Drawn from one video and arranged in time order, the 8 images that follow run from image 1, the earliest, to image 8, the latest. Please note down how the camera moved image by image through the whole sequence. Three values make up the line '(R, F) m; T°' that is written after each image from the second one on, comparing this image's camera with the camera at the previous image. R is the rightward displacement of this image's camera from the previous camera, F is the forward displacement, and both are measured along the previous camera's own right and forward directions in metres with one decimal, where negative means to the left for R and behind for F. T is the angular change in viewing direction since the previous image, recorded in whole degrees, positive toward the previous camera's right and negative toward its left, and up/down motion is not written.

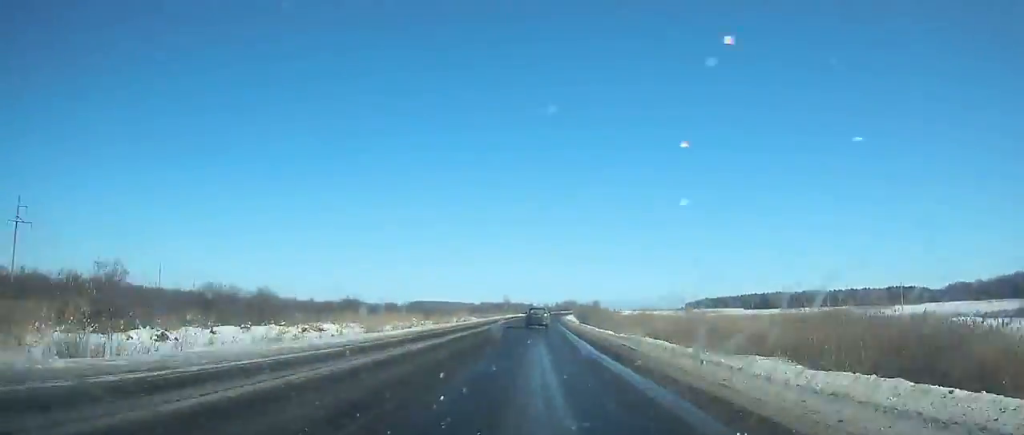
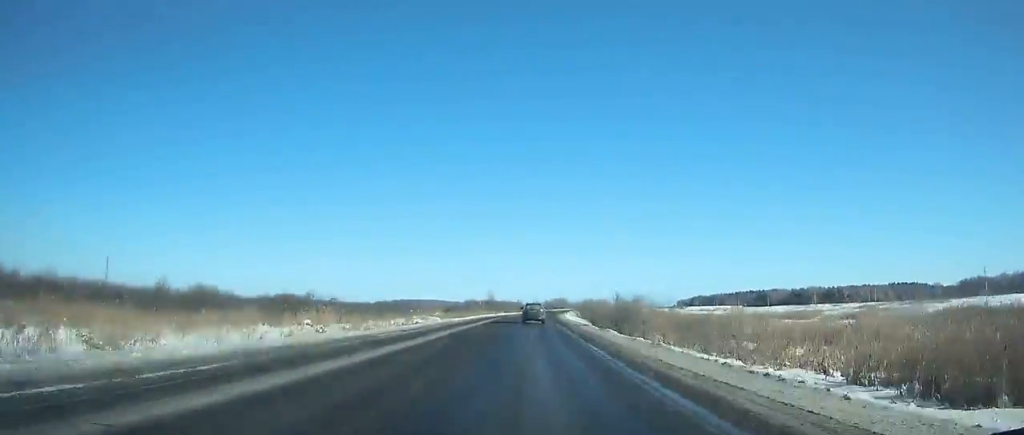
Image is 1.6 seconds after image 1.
(+0.5, +36.8) m; +1°
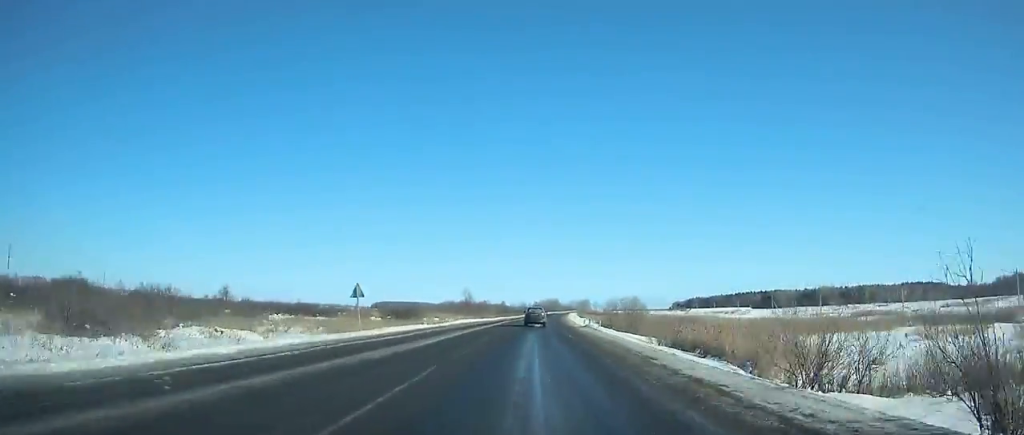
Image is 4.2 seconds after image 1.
(+0.9, +60.1) m; +2°
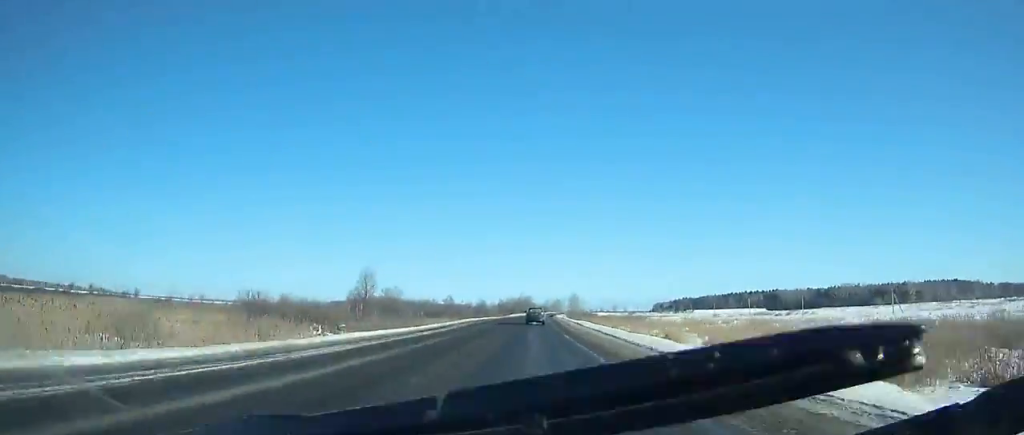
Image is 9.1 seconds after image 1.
(+3.2, +114.8) m; +3°
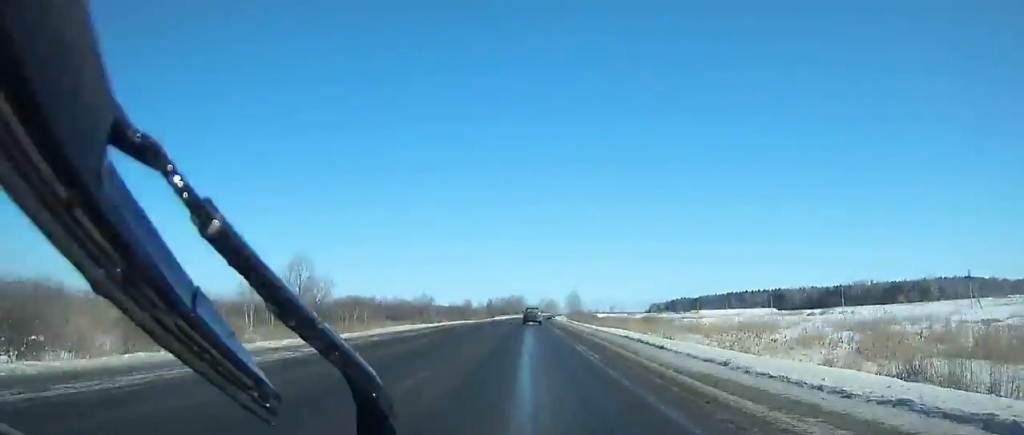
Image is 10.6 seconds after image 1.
(+0.3, +35.5) m; +1°
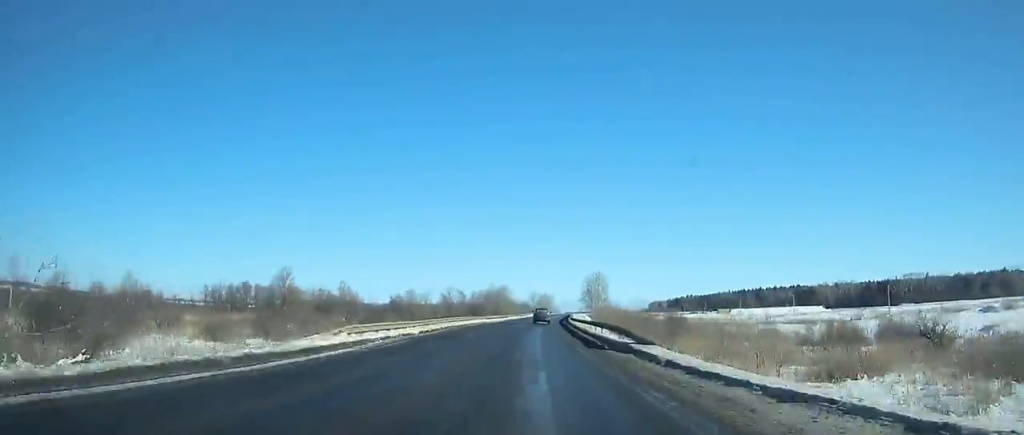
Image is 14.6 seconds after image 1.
(+1.2, +94.9) m; +2°
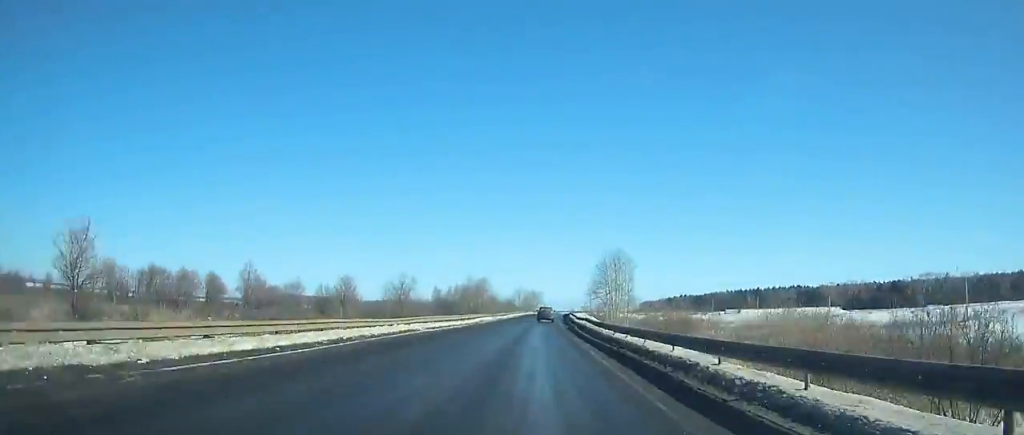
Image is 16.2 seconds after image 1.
(+0.4, +38.1) m; +1°
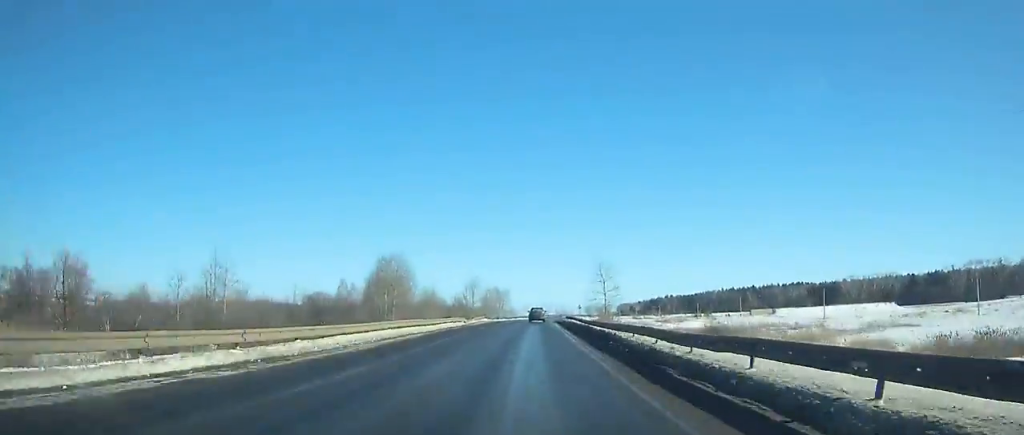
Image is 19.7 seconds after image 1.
(+1.6, +83.1) m; +2°
